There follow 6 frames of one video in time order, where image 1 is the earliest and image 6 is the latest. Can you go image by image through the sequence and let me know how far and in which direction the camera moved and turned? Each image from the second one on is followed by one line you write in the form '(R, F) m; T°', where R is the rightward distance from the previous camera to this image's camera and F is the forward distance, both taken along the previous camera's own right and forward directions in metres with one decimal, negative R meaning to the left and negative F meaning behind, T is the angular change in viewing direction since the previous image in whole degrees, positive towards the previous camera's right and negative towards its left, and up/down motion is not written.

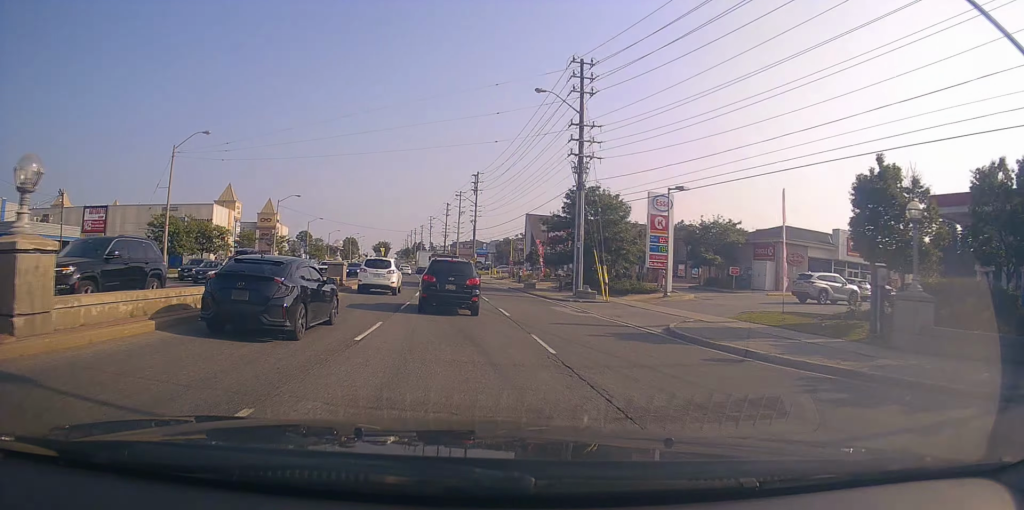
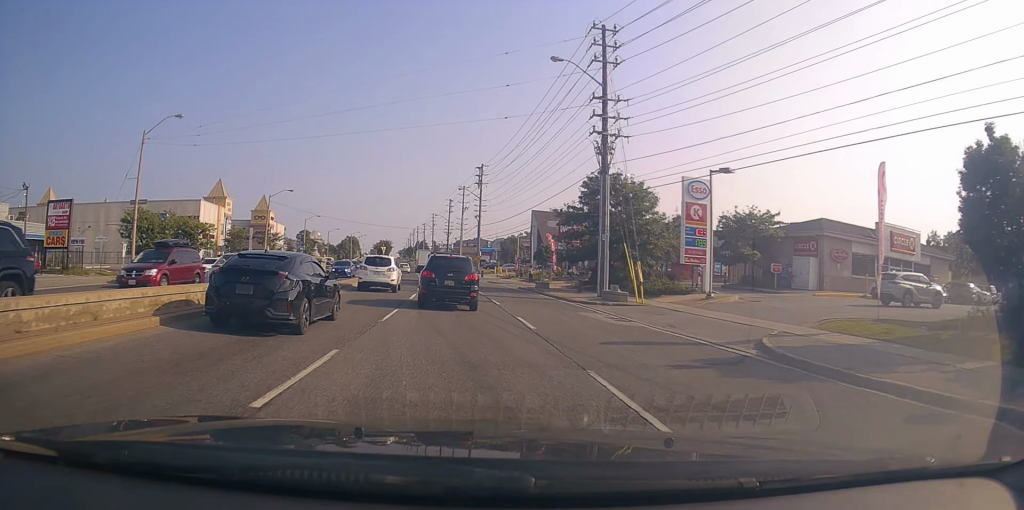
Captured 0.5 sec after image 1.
(-0.3, +5.6) m; -1°
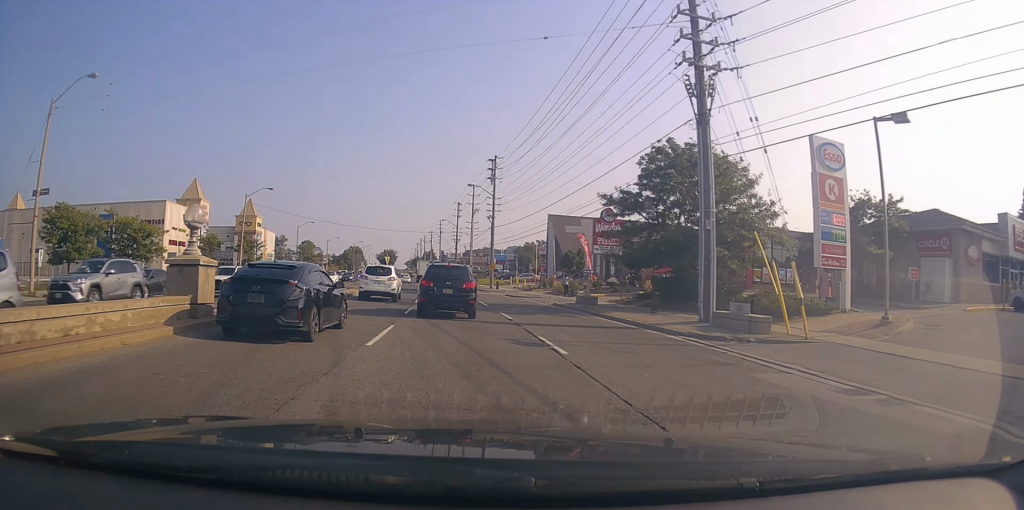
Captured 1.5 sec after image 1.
(-0.1, +12.6) m; -1°
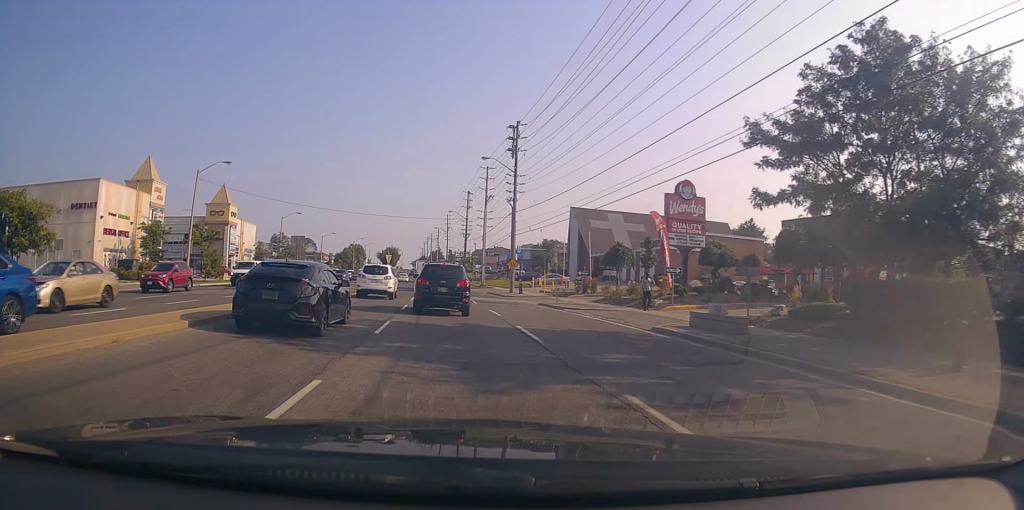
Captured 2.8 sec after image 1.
(-0.2, +16.3) m; -2°
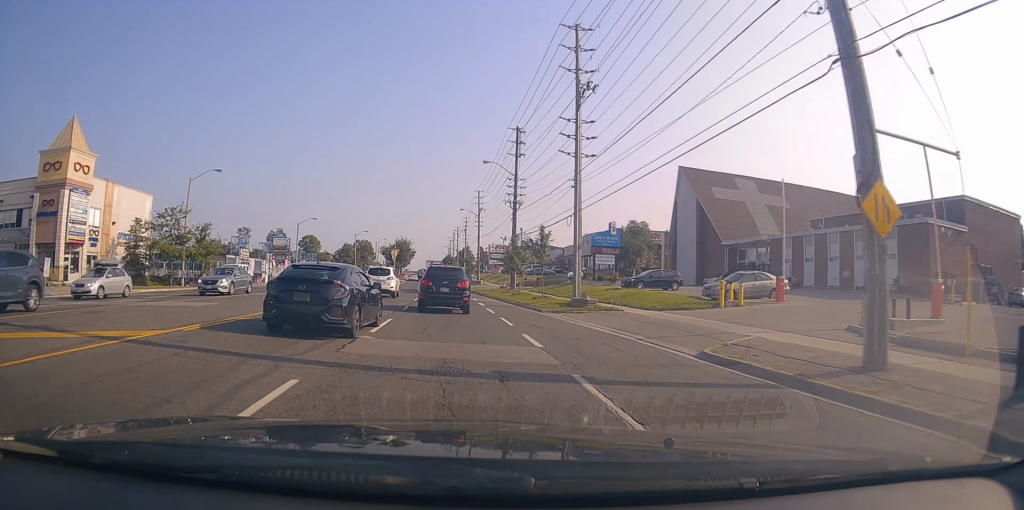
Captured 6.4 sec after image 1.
(-1.0, +43.9) m; -4°
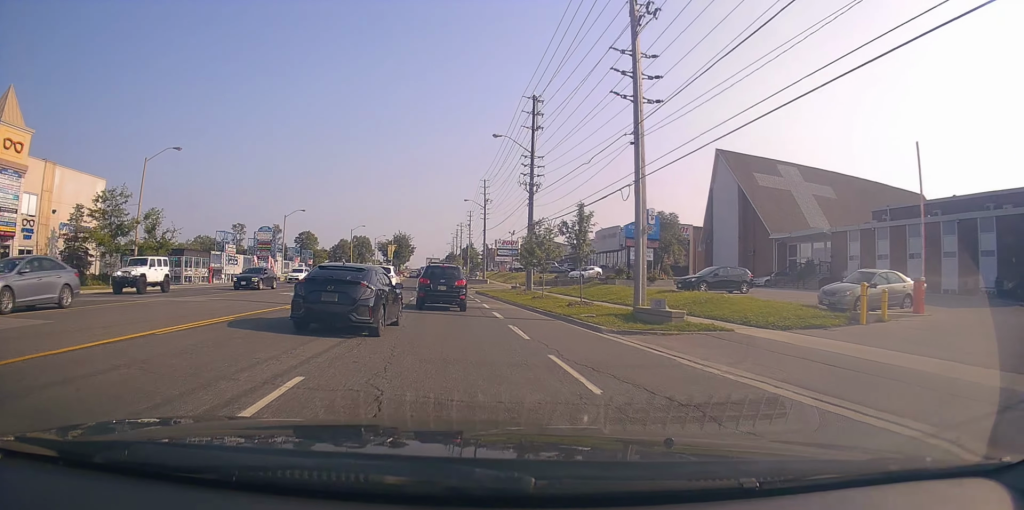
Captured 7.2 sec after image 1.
(-0.2, +10.2) m; 0°
